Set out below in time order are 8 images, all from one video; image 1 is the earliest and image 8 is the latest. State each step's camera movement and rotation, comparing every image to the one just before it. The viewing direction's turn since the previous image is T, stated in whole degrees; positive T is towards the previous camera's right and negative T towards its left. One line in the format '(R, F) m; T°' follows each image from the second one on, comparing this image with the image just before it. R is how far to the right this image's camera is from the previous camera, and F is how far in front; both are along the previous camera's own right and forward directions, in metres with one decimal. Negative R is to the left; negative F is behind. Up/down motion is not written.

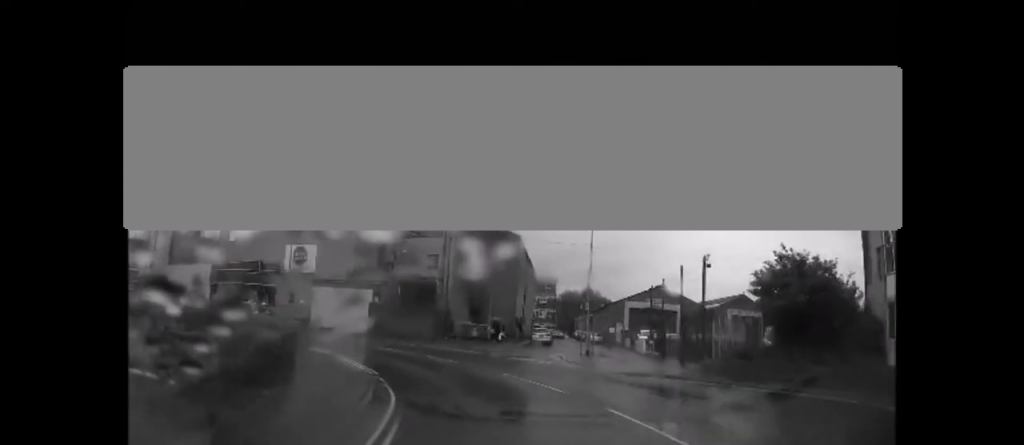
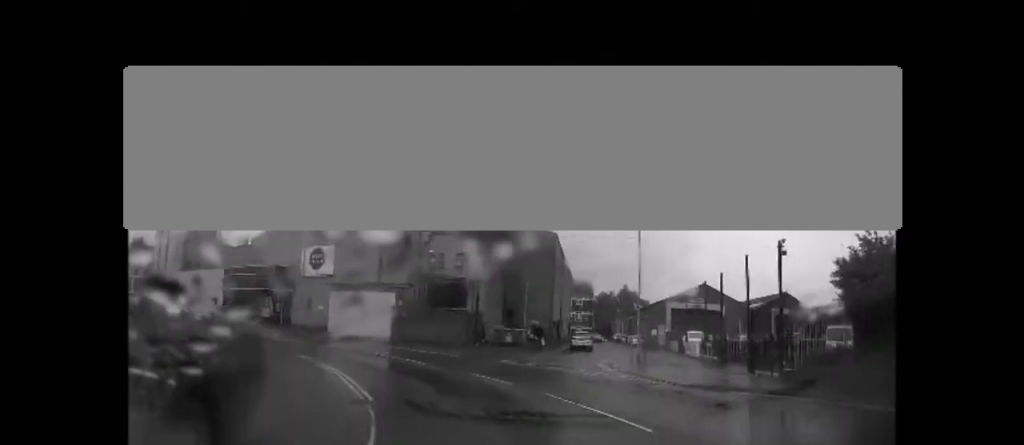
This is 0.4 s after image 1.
(-0.1, +3.5) m; -4°
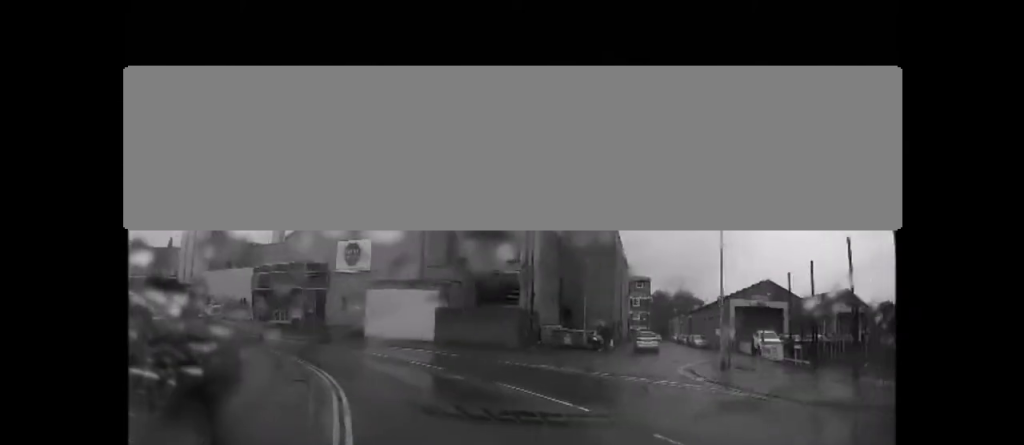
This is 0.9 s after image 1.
(0.0, +4.1) m; -6°
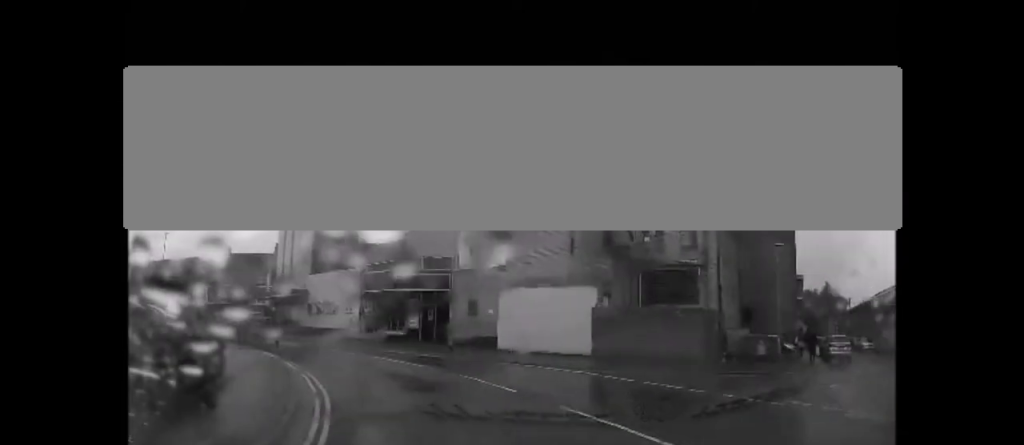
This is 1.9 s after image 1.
(-1.1, +8.4) m; -18°
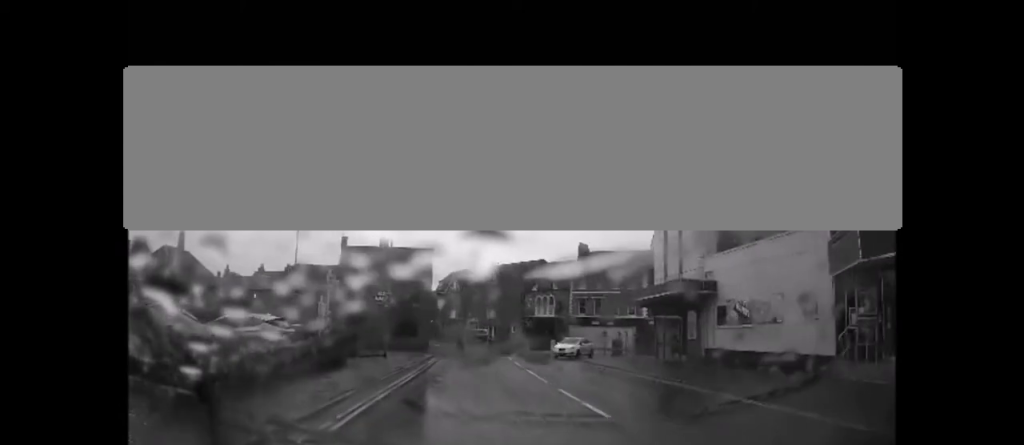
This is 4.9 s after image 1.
(-9.9, +20.5) m; -42°
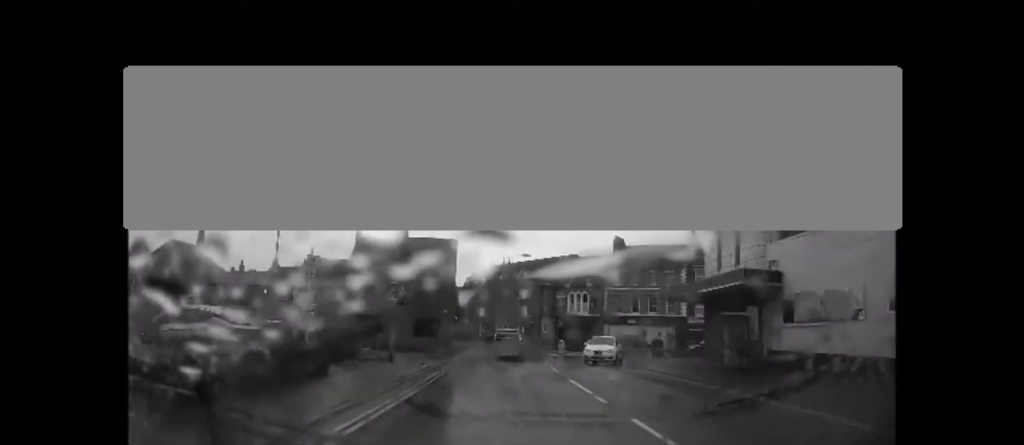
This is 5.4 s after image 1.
(-0.1, +4.1) m; -2°
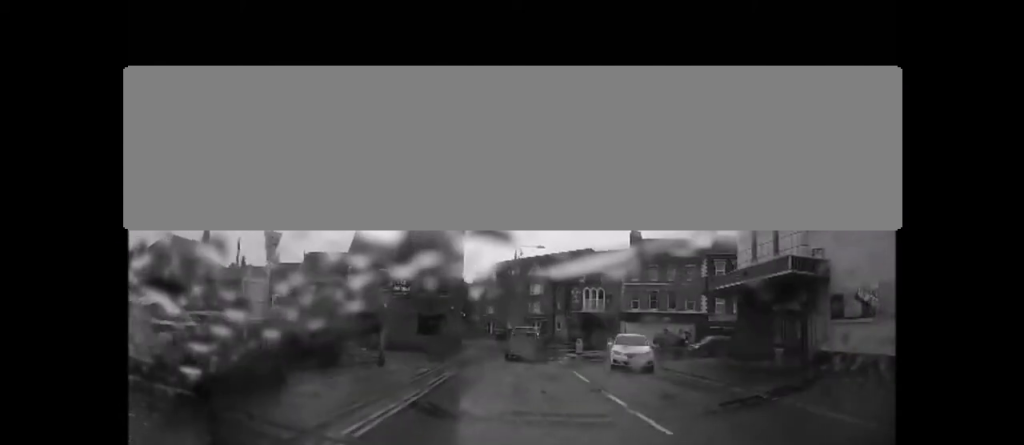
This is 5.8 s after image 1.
(0.0, +3.1) m; -1°
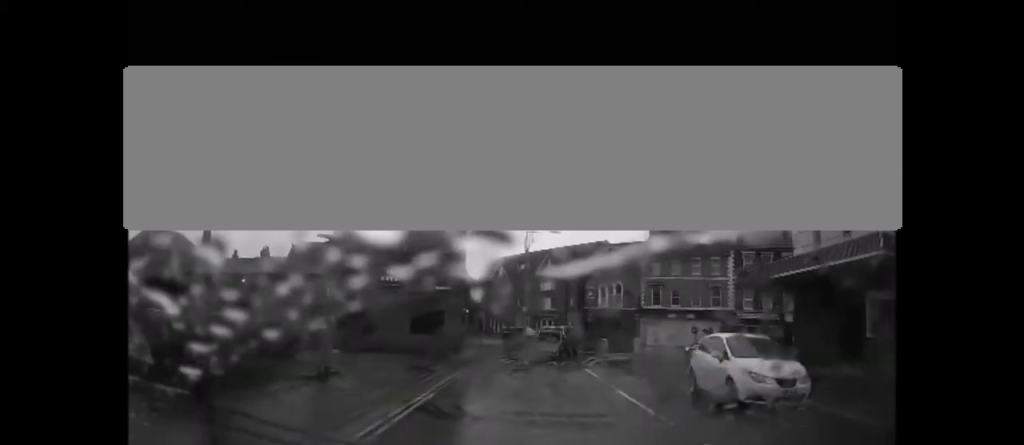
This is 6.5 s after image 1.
(-0.2, +5.3) m; 0°
